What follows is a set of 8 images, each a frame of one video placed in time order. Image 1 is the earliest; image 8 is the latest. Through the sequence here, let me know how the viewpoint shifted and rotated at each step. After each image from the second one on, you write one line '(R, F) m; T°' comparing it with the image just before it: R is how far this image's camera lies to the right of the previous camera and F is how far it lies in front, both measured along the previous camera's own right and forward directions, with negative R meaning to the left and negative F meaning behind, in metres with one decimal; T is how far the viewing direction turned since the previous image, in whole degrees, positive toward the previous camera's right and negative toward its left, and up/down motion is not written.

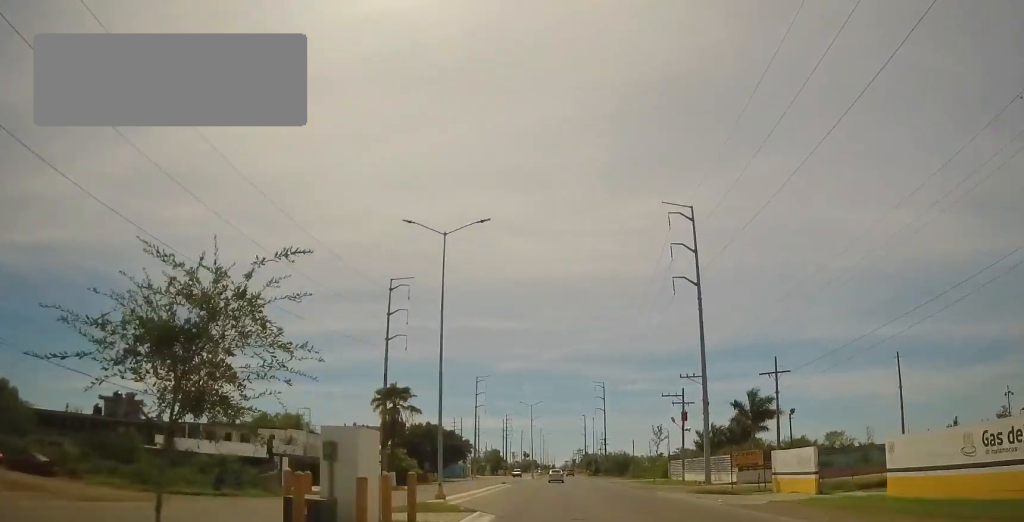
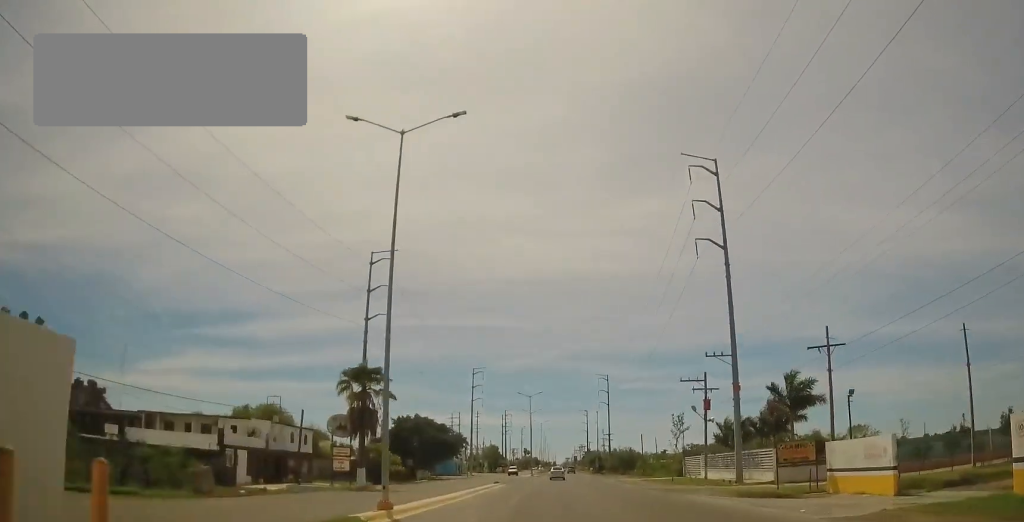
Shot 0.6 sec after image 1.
(+0.2, +9.6) m; 0°
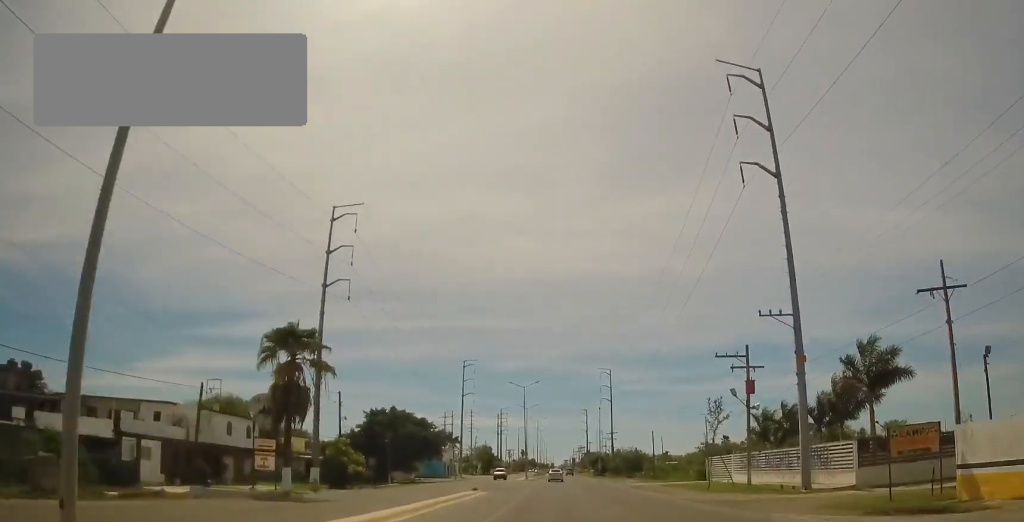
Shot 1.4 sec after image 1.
(-0.4, +13.5) m; -1°
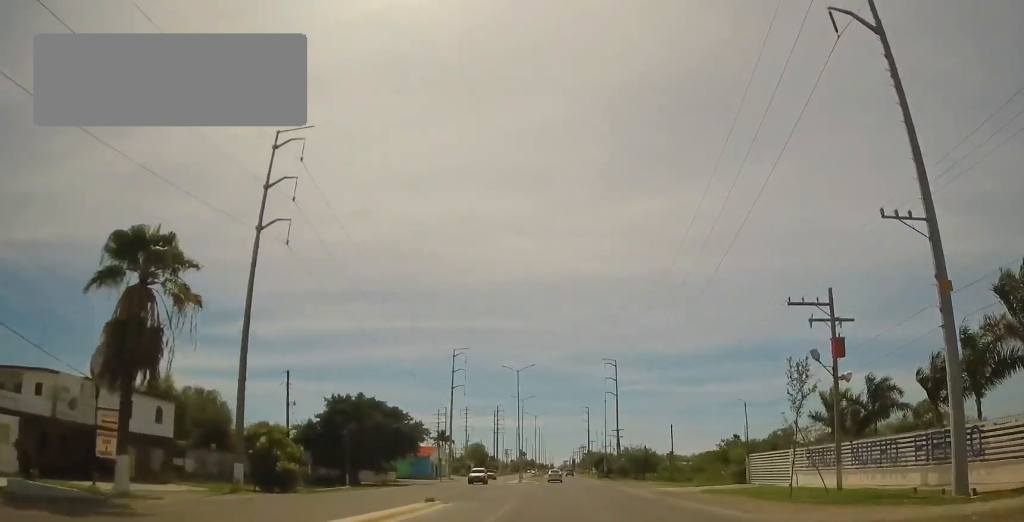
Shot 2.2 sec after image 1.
(0.0, +14.7) m; 0°
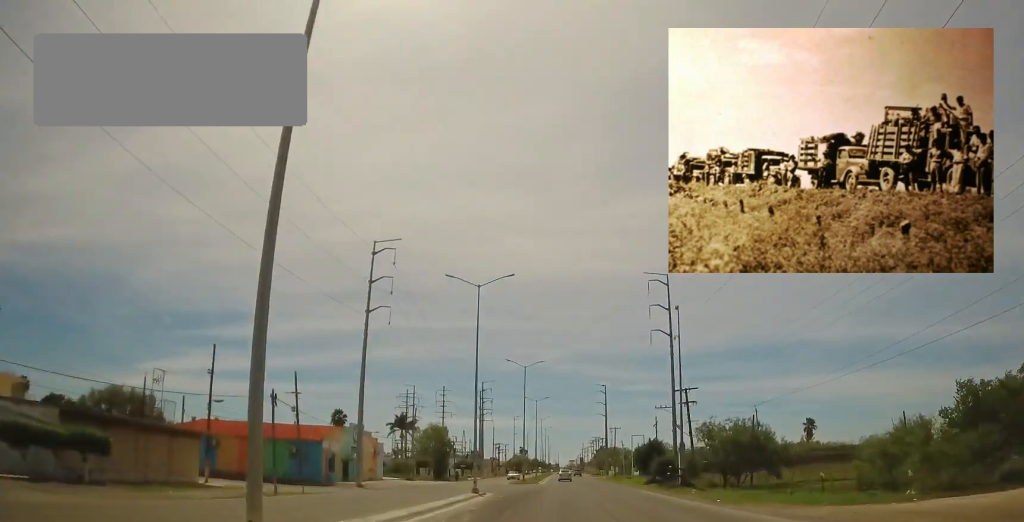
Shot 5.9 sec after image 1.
(-1.0, +62.8) m; -1°
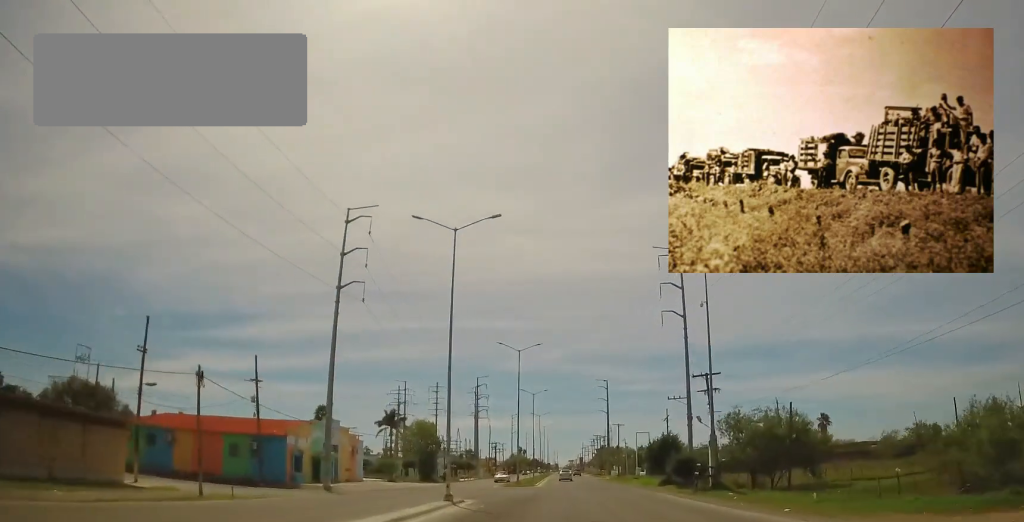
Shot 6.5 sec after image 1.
(+0.1, +9.6) m; +1°
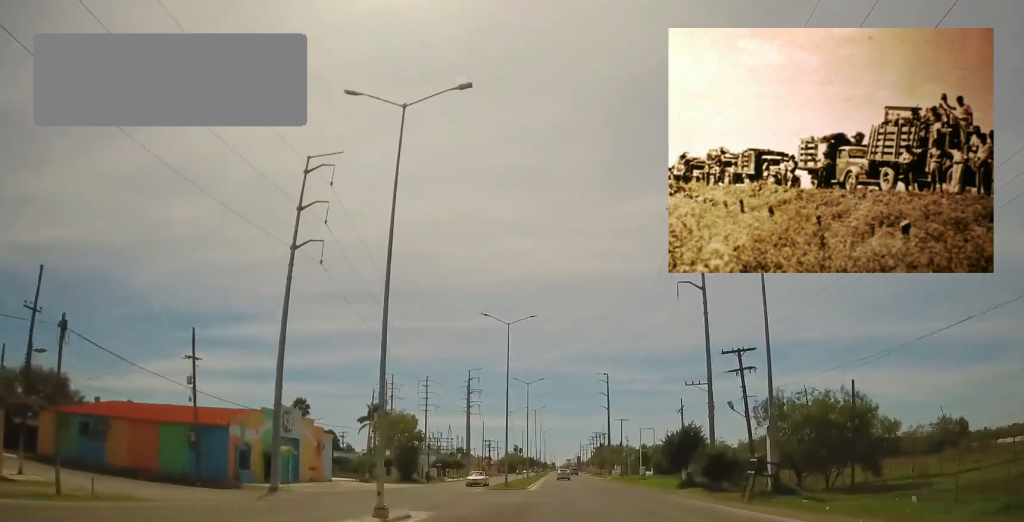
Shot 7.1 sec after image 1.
(0.0, +10.7) m; 0°
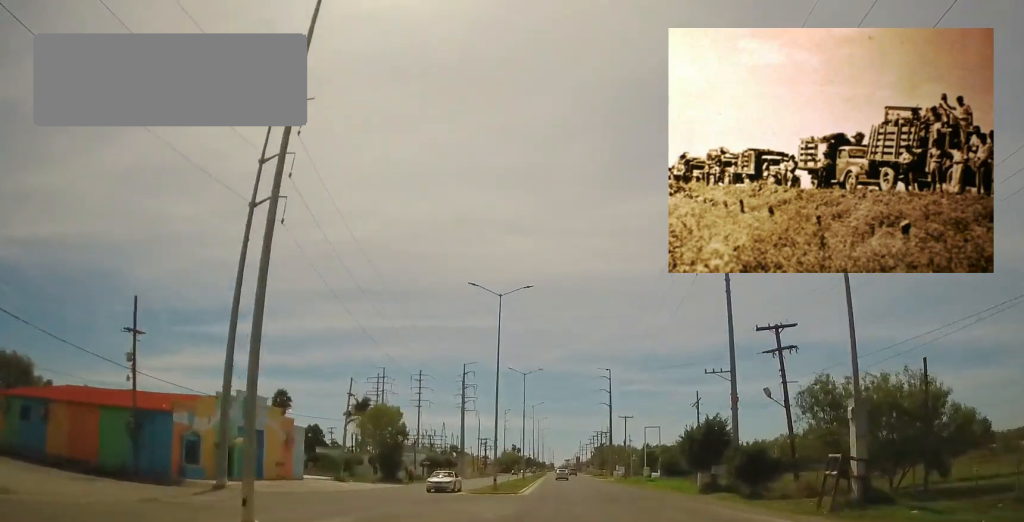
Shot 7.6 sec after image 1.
(0.0, +7.9) m; 0°
